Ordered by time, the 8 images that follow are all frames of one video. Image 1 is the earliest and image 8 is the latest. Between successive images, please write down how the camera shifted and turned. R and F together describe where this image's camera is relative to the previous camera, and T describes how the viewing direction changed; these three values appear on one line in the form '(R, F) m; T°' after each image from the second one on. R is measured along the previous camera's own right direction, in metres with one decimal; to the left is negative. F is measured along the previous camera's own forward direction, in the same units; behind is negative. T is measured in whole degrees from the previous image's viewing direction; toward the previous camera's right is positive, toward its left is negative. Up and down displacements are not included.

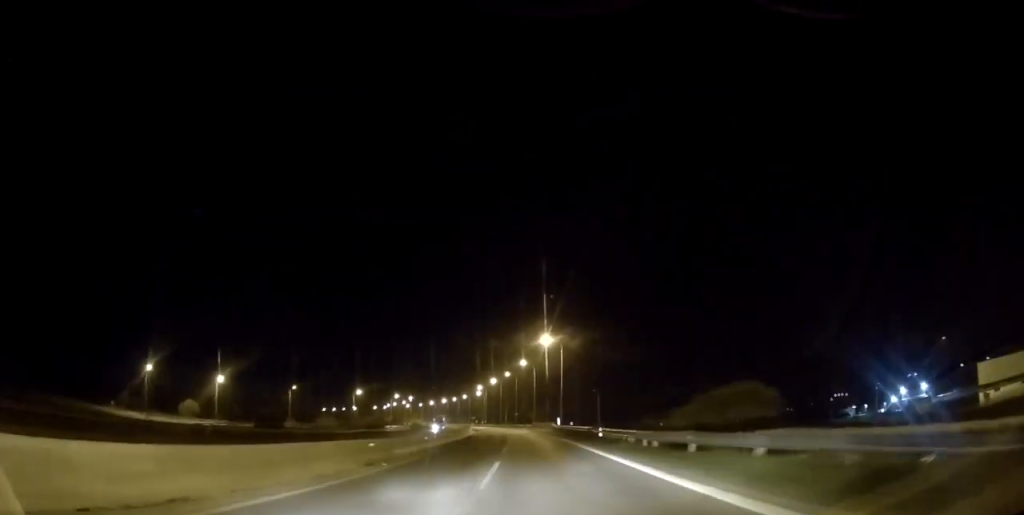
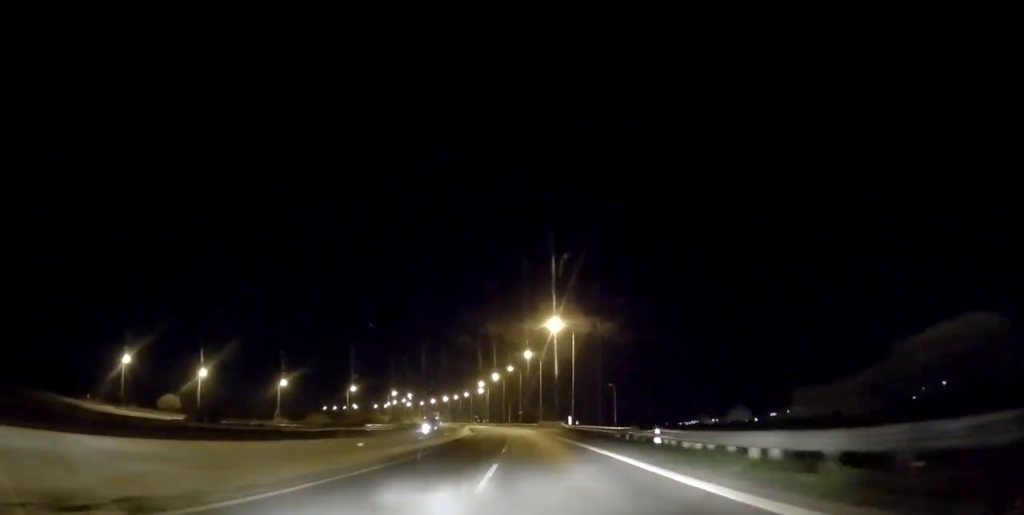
(0.0, +13.2) m; 0°
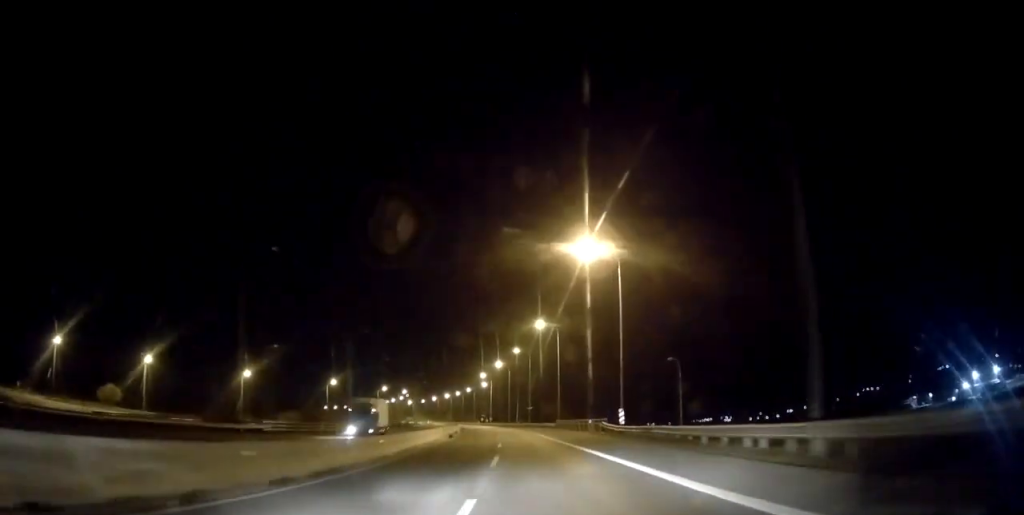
(0.0, +31.8) m; -1°
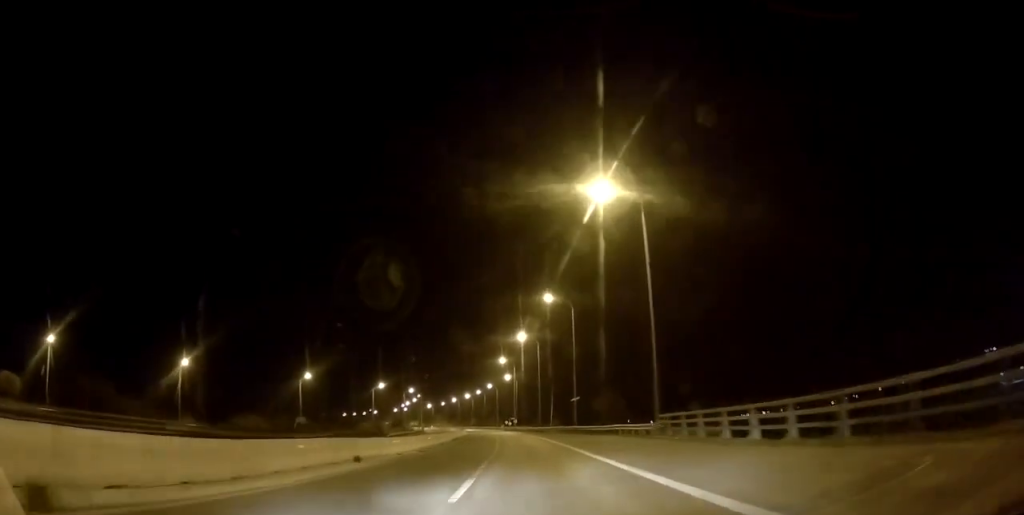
(-0.8, +44.4) m; -3°
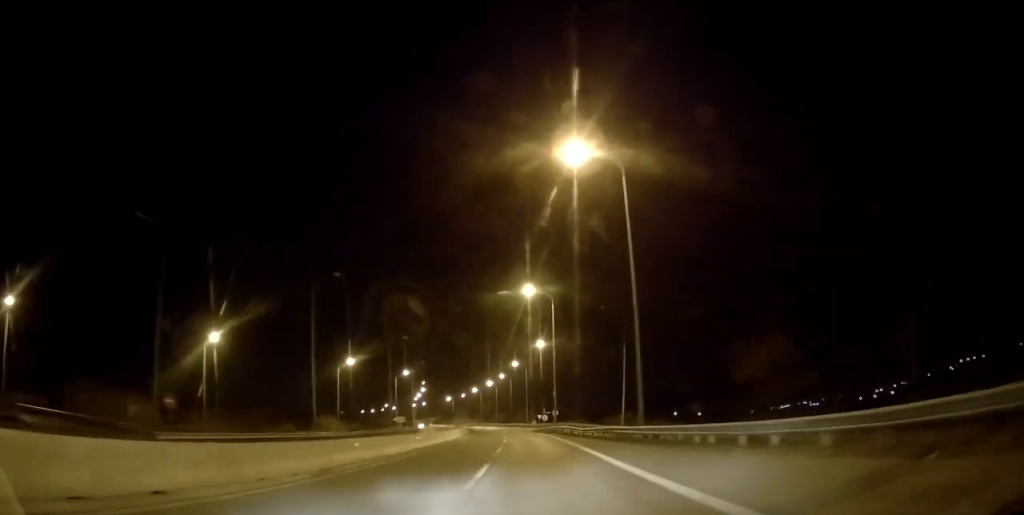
(-1.9, +56.4) m; -4°
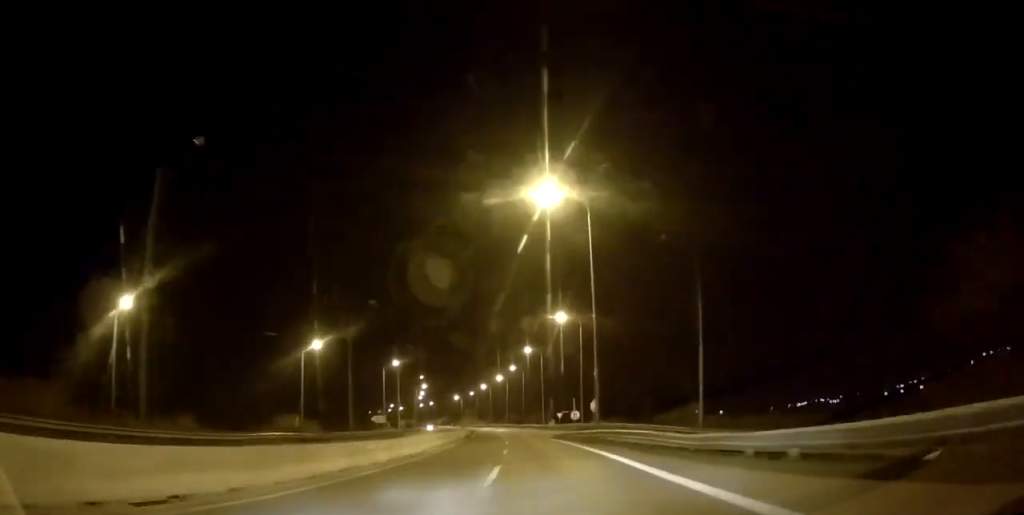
(-0.3, +24.2) m; -1°
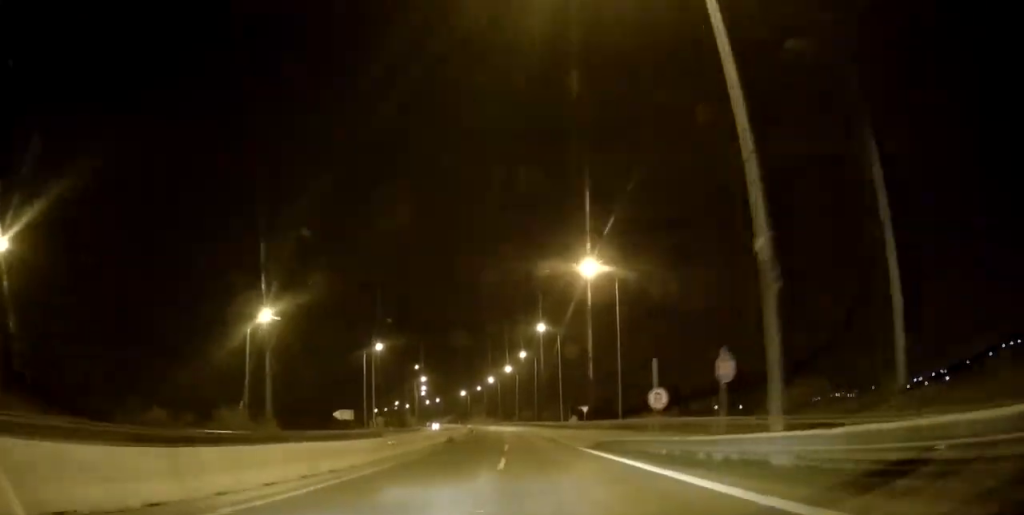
(-0.2, +21.3) m; -1°
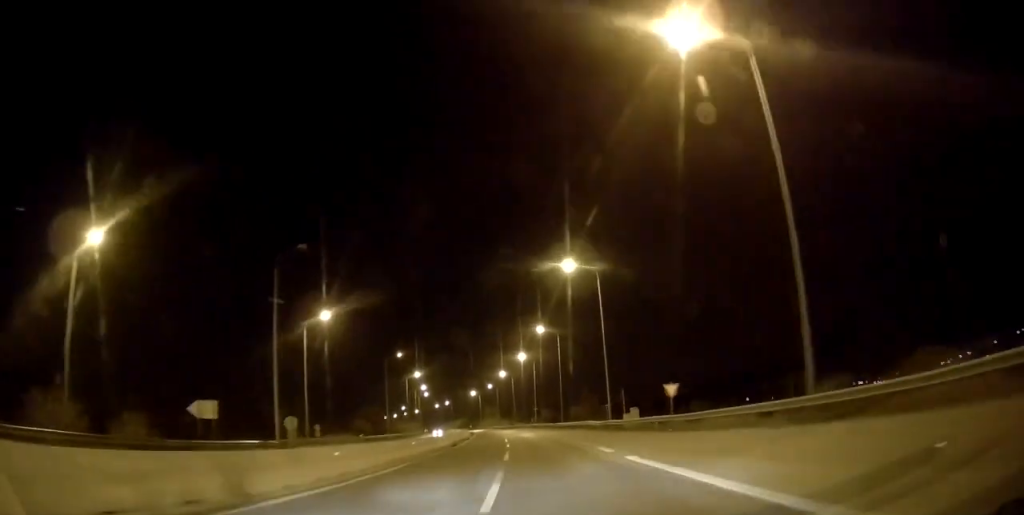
(-0.6, +31.4) m; -2°
